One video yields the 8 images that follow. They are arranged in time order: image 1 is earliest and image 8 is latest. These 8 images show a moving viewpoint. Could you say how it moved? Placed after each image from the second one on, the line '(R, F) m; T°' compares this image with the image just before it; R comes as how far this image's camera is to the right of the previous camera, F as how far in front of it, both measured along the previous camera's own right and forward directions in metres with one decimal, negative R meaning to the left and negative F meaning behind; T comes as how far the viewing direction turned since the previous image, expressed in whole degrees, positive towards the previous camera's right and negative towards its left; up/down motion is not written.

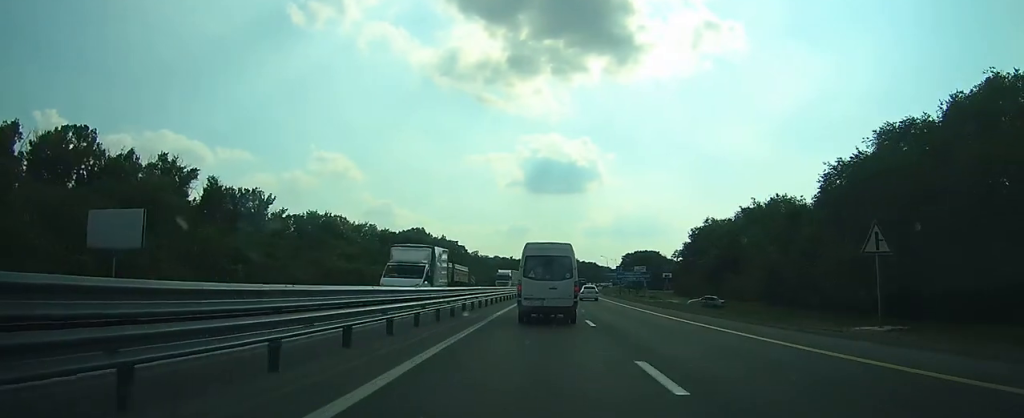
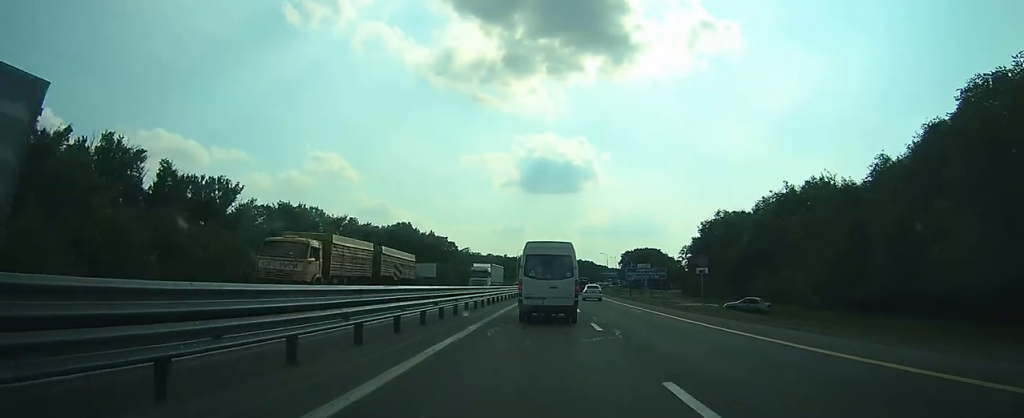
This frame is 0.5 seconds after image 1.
(+0.1, +14.5) m; +1°
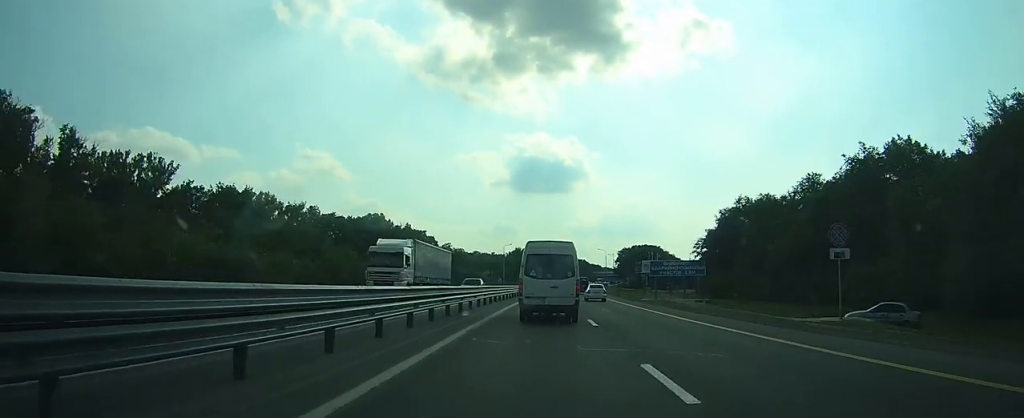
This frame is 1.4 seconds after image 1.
(+0.2, +22.7) m; +1°
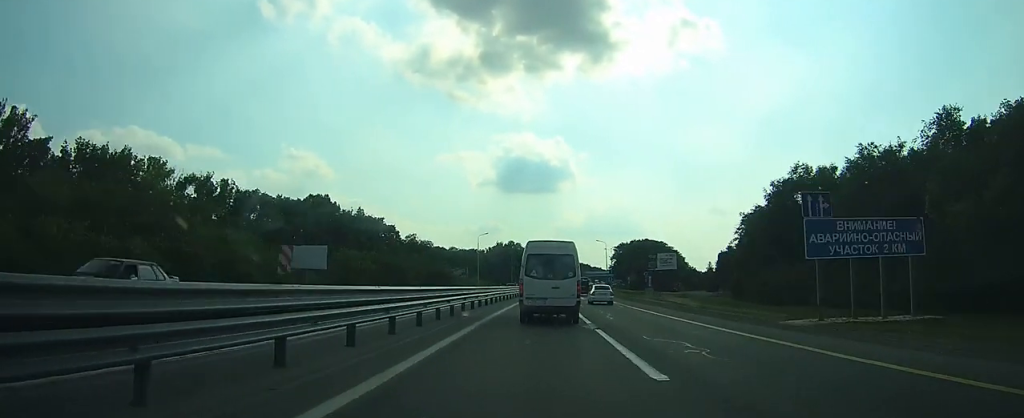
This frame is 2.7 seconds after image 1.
(+0.5, +35.2) m; +2°
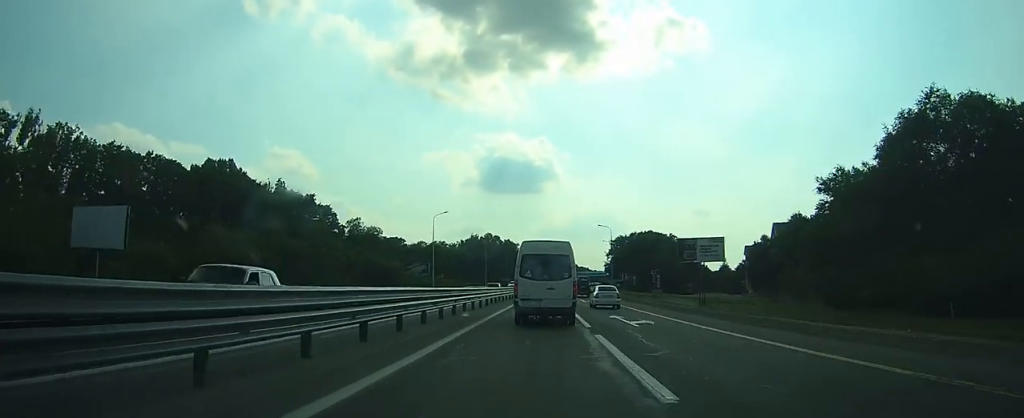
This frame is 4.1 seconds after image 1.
(+0.6, +38.5) m; +2°
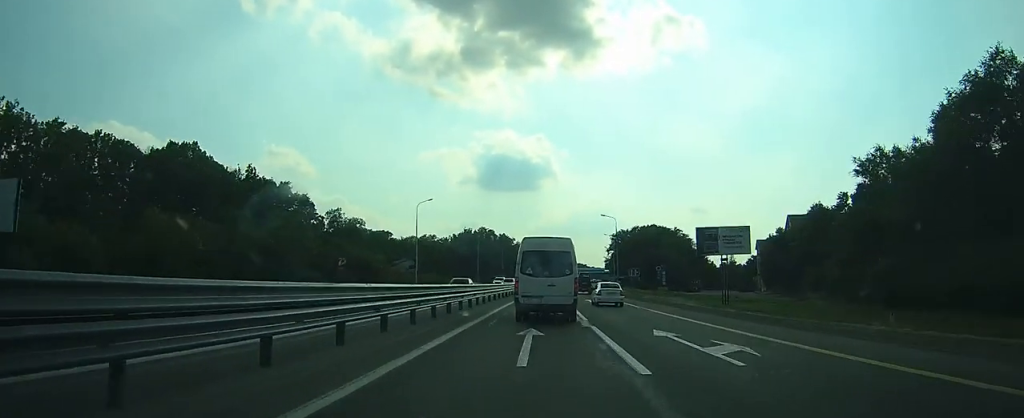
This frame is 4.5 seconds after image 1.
(0.0, +10.7) m; 0°
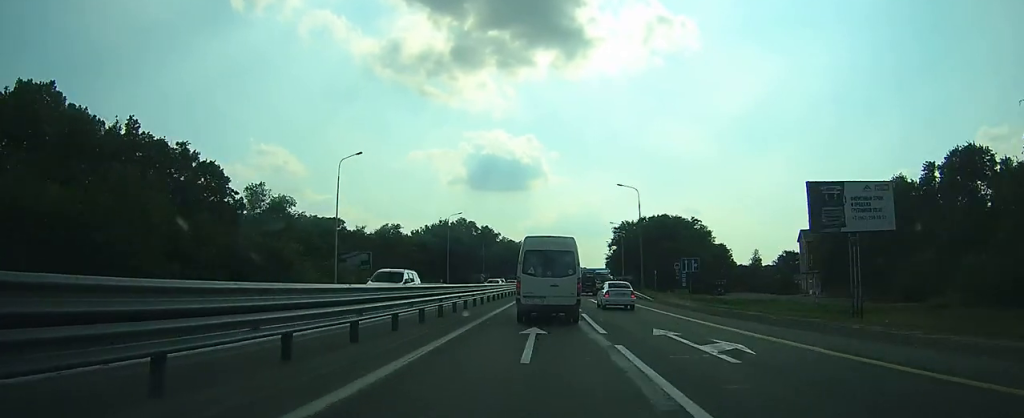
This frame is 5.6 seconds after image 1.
(+0.4, +30.0) m; +1°
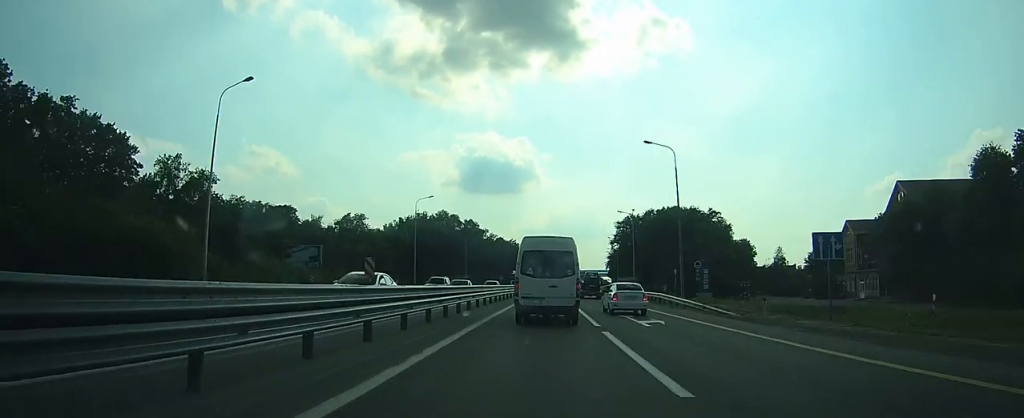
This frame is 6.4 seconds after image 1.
(+0.1, +20.9) m; 0°
